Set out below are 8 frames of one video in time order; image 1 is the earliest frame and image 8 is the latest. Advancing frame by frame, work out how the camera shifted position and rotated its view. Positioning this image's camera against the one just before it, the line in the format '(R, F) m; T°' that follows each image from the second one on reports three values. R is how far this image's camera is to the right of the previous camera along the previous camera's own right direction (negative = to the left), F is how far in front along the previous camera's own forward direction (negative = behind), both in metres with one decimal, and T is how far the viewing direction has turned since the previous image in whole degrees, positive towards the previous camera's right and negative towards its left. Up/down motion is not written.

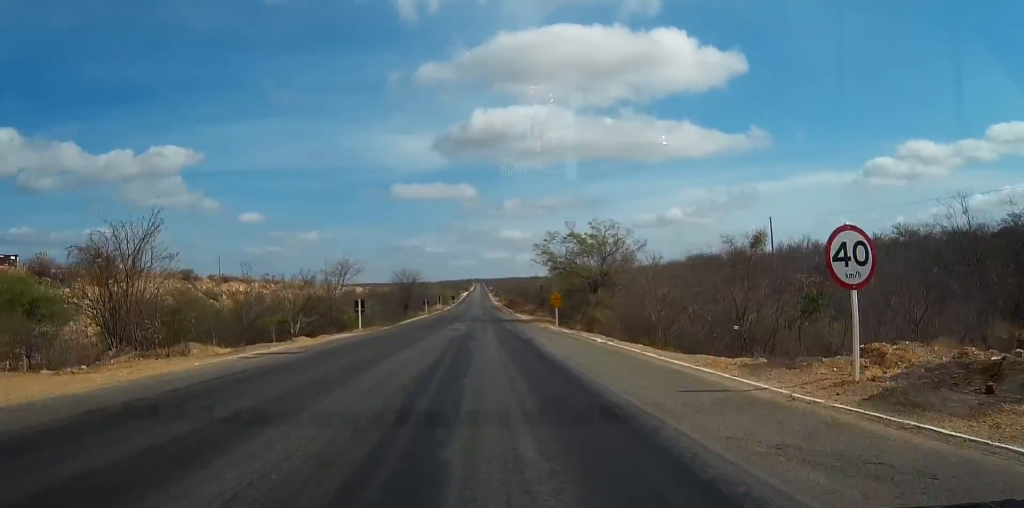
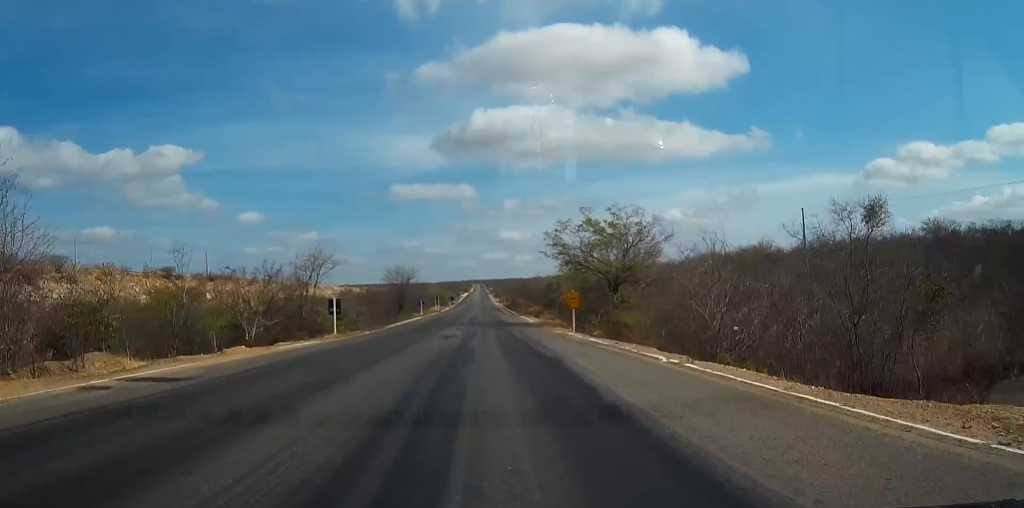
(0.0, +10.1) m; 0°
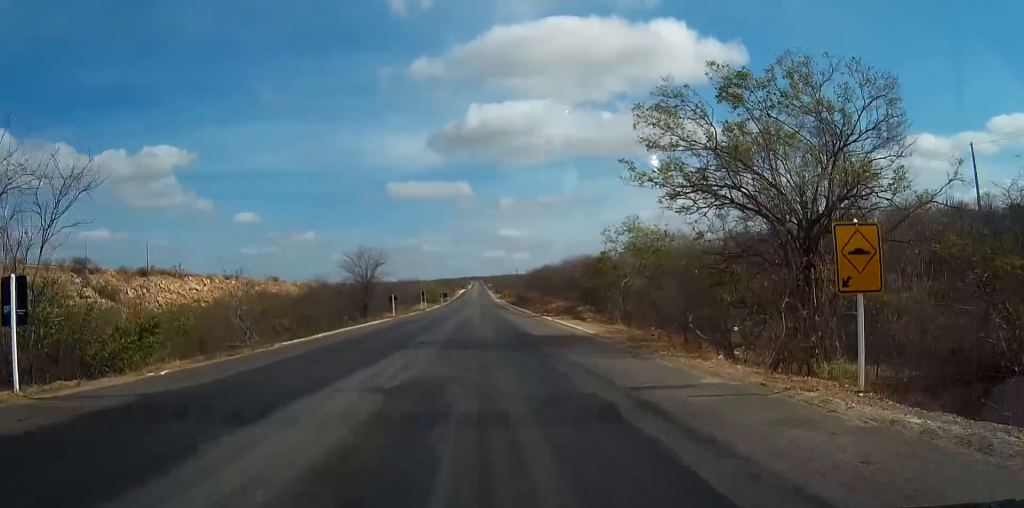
(+0.1, +36.1) m; +1°
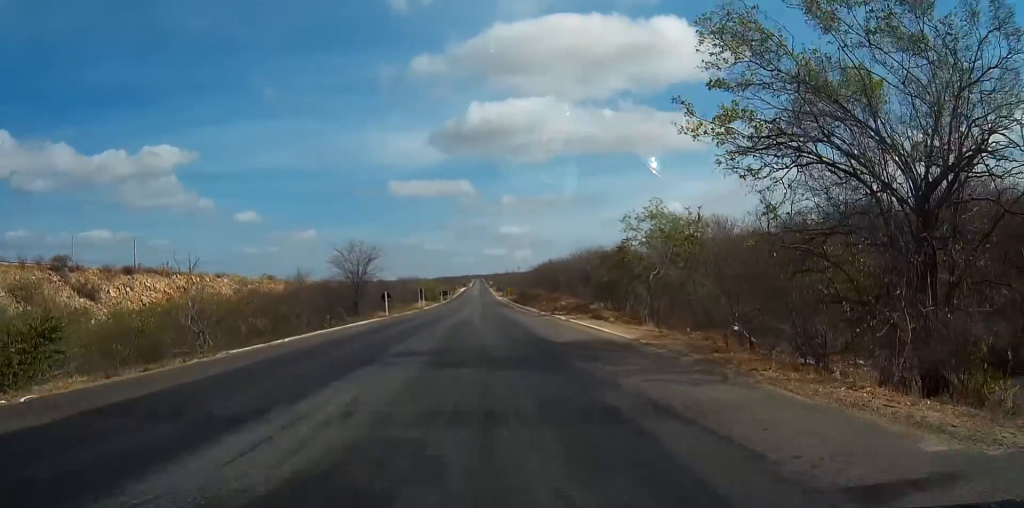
(0.0, +7.4) m; 0°
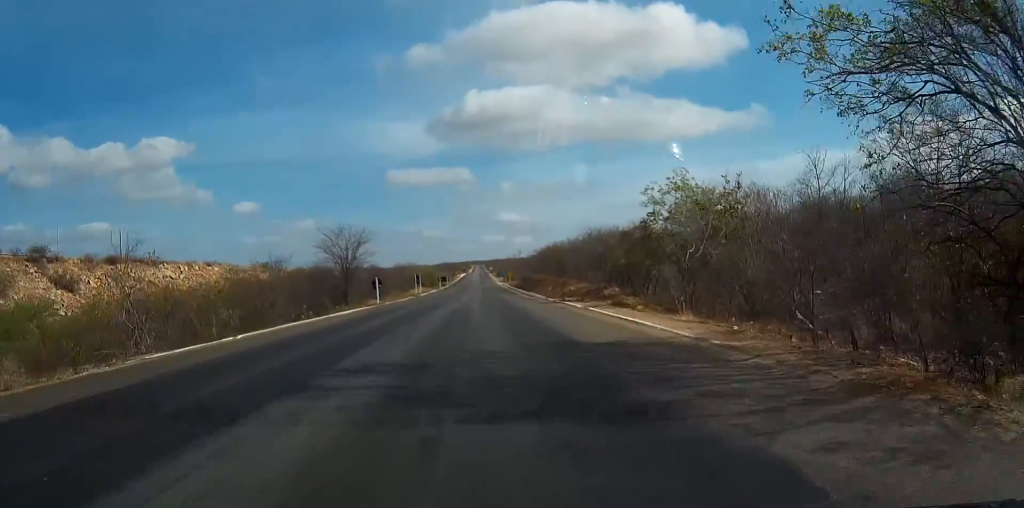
(0.0, +6.7) m; 0°
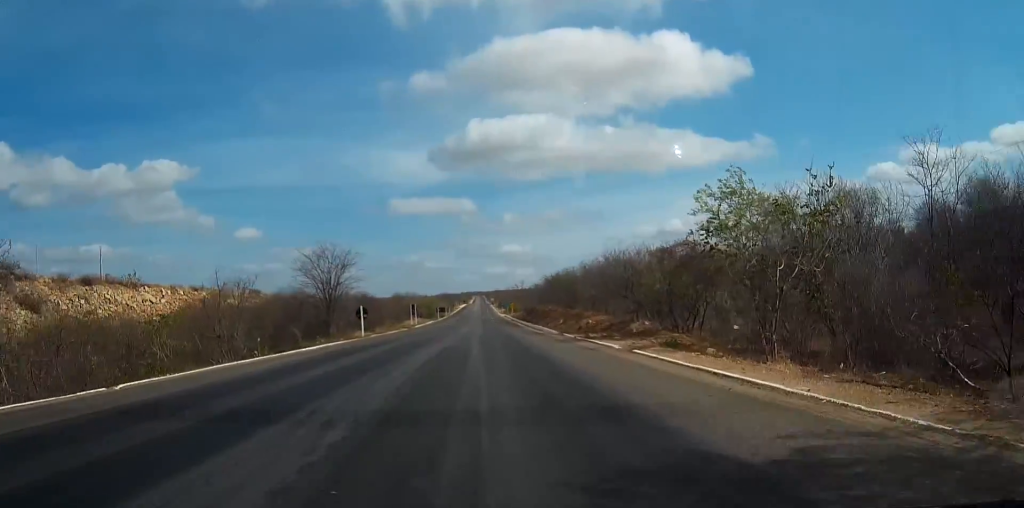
(0.0, +9.1) m; 0°
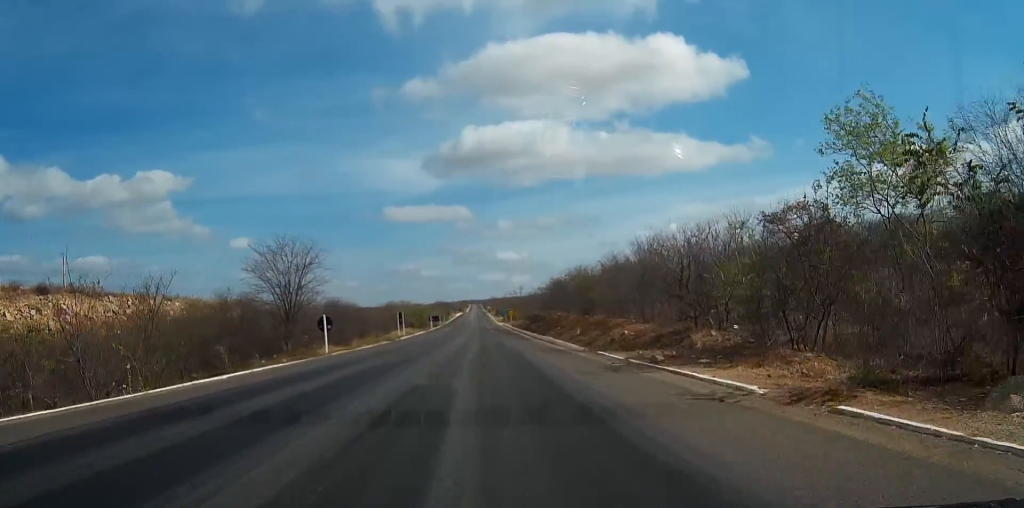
(0.0, +12.5) m; 0°
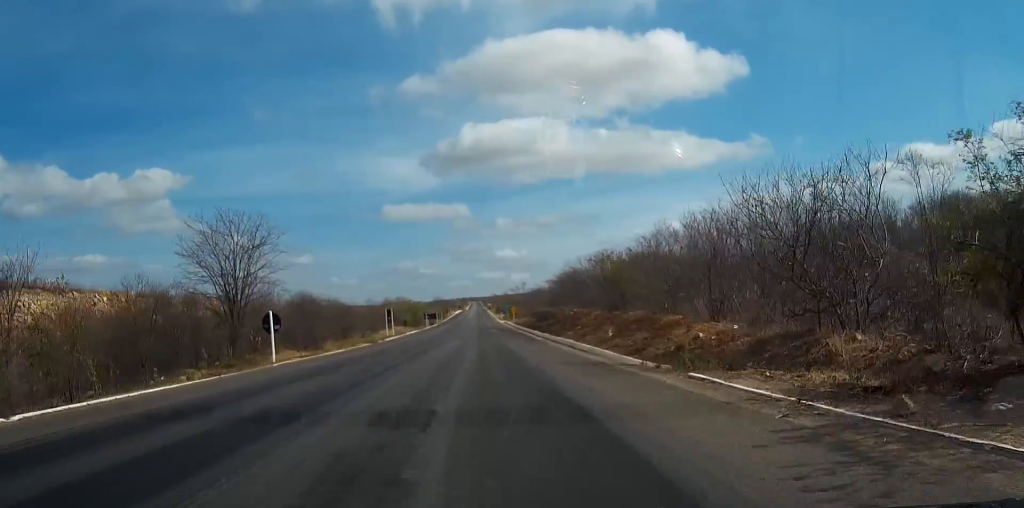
(0.0, +11.4) m; 0°
